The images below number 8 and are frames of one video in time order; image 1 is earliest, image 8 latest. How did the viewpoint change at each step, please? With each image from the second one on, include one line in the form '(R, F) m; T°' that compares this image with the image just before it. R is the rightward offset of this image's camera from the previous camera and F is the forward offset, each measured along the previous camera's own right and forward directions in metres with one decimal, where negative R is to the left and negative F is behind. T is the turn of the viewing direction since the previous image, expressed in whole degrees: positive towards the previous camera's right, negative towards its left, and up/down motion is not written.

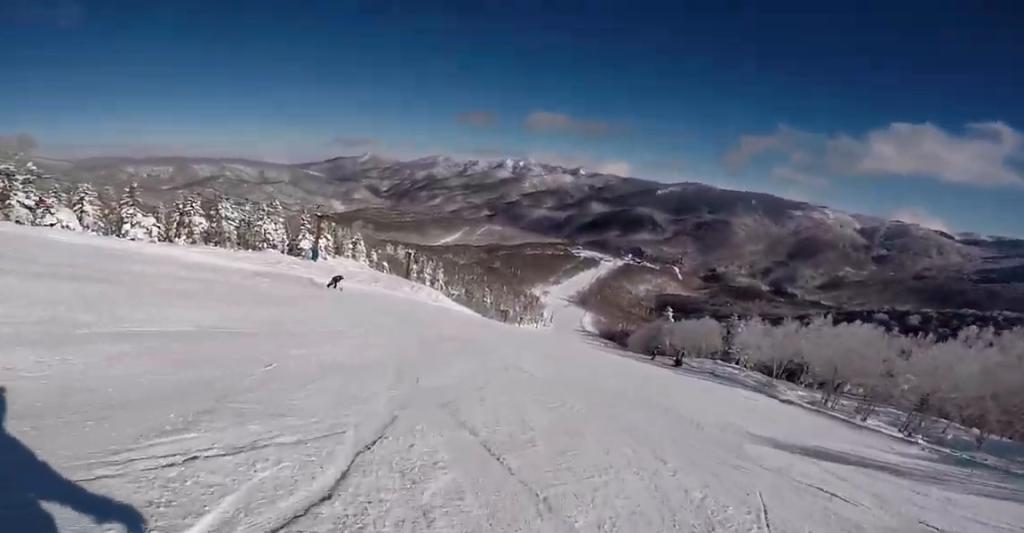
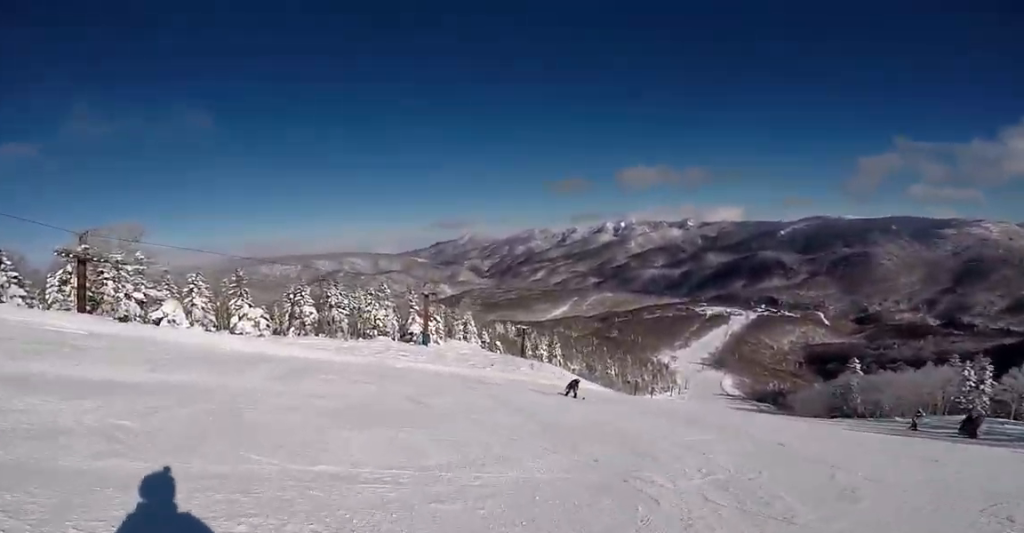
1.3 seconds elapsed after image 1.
(-2.6, +7.3) m; -21°
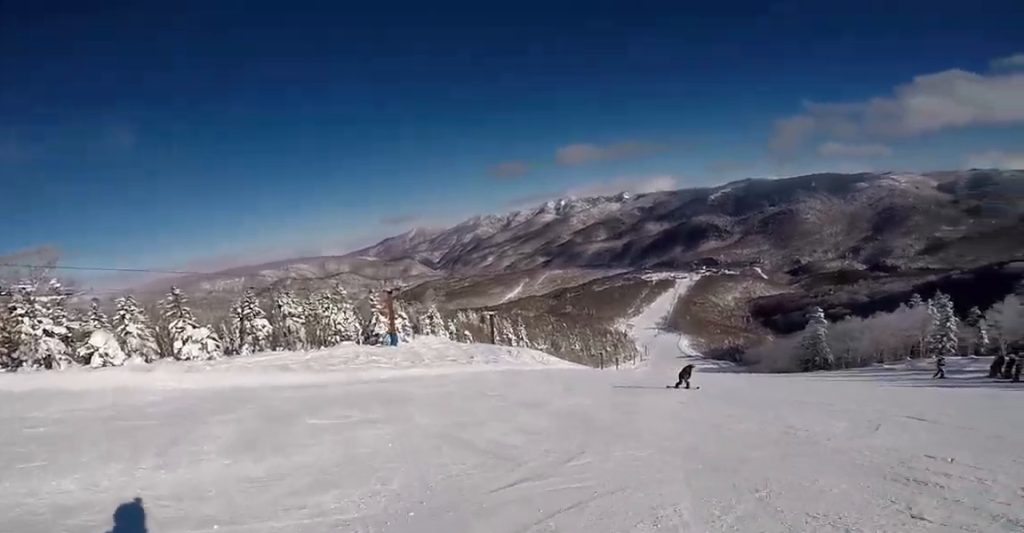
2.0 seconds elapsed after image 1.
(-0.4, +4.0) m; +11°
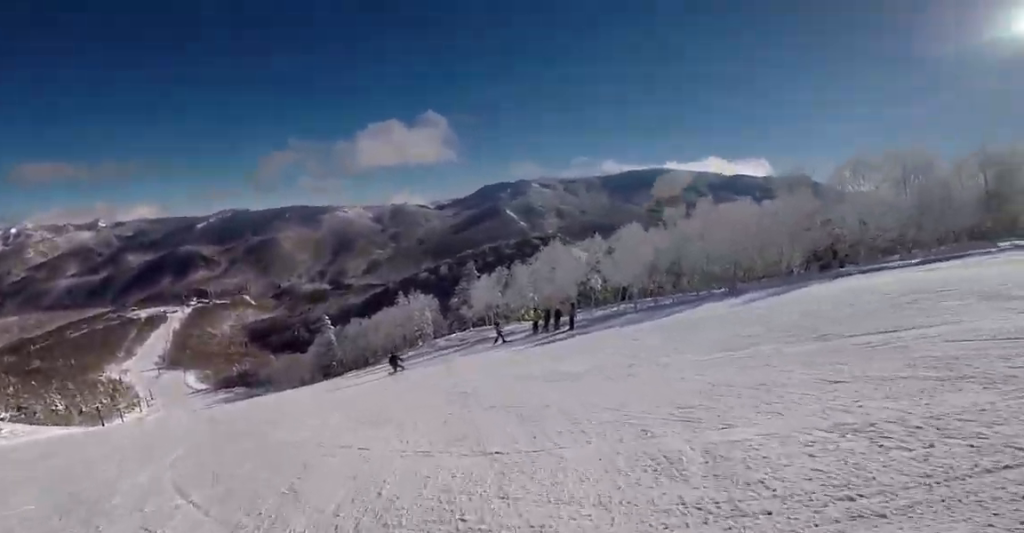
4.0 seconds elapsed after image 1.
(+7.2, +7.3) m; +71°
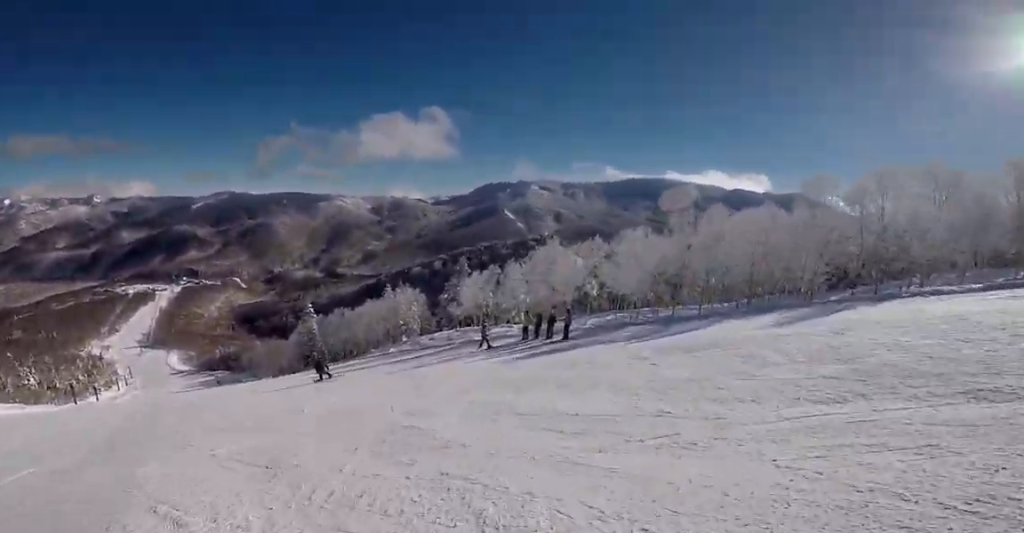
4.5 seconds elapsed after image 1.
(0.0, +2.9) m; -5°
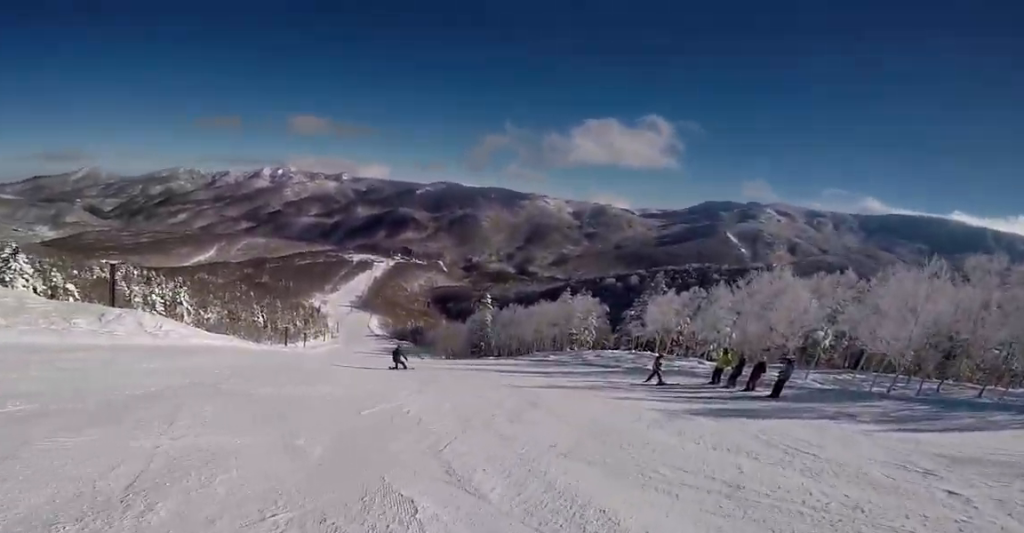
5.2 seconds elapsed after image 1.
(+0.2, +3.6) m; -10°
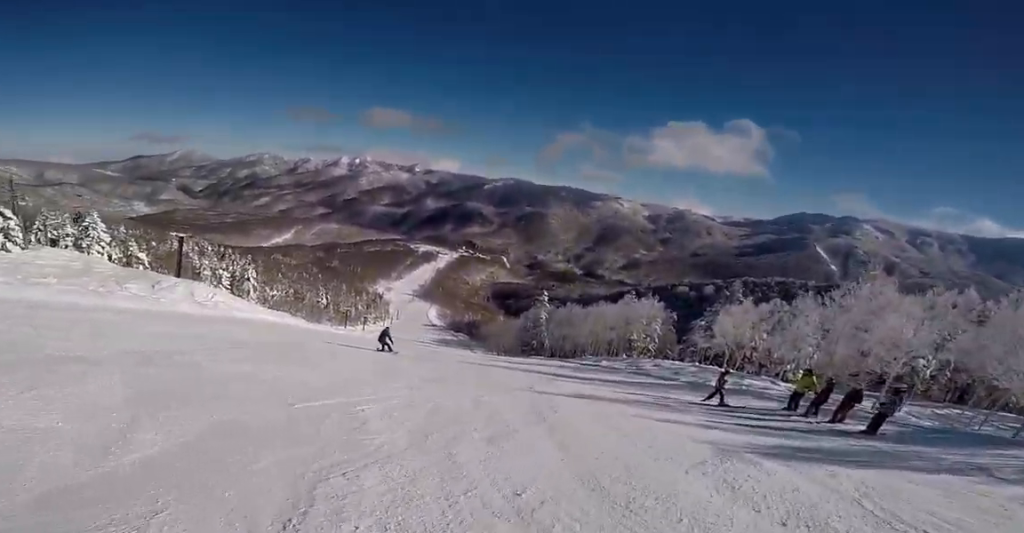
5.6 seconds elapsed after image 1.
(-0.6, +2.3) m; -8°
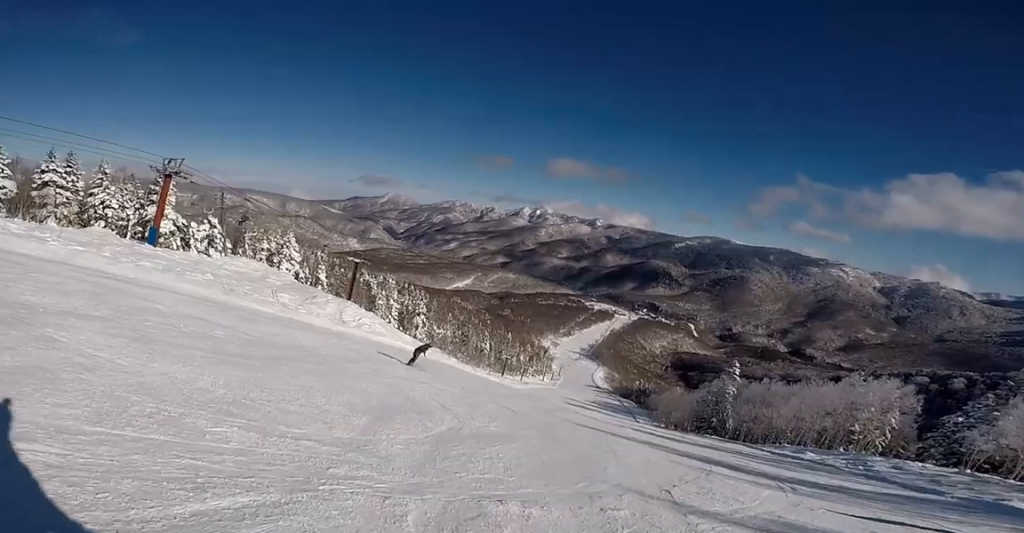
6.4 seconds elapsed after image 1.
(-0.8, +4.9) m; -23°
